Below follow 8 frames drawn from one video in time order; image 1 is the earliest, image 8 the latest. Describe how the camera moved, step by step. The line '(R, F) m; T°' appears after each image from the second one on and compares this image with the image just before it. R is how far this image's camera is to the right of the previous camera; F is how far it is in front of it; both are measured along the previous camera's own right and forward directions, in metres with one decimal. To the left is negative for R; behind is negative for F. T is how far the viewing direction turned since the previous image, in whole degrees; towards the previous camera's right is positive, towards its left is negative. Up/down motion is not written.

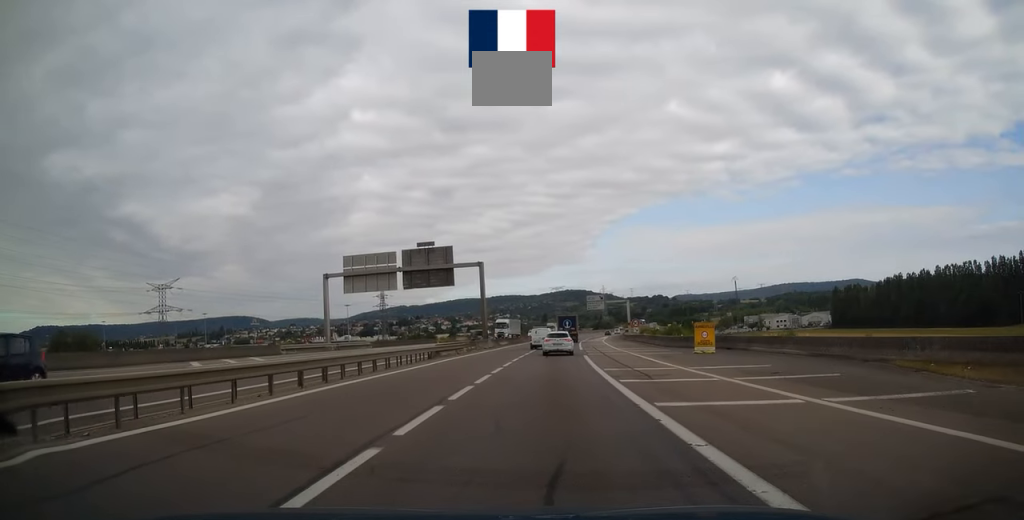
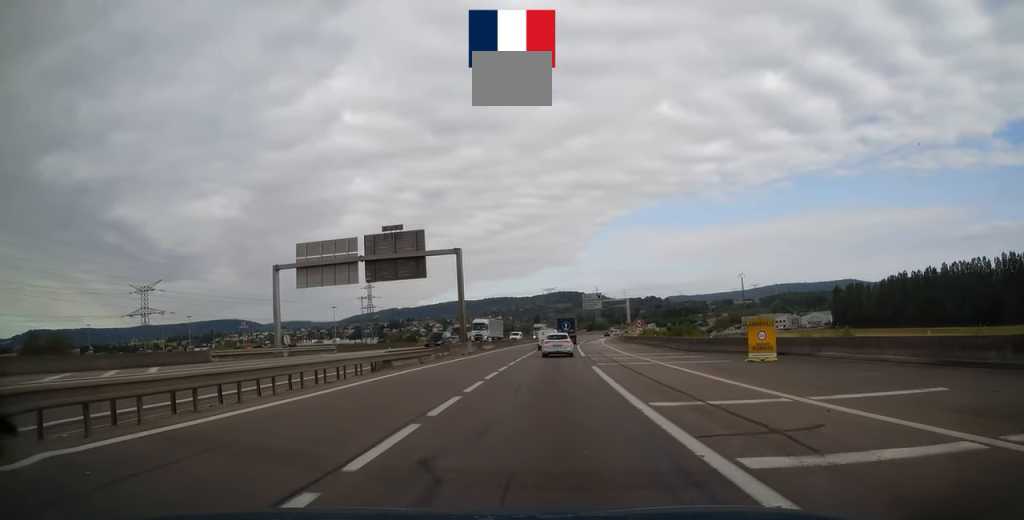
(-0.1, +10.6) m; 0°
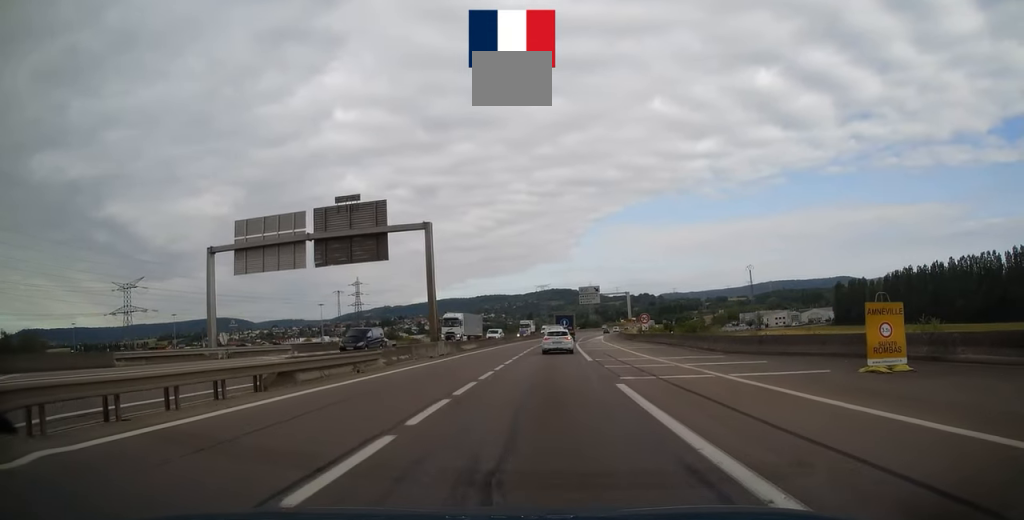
(+0.2, +10.2) m; +1°
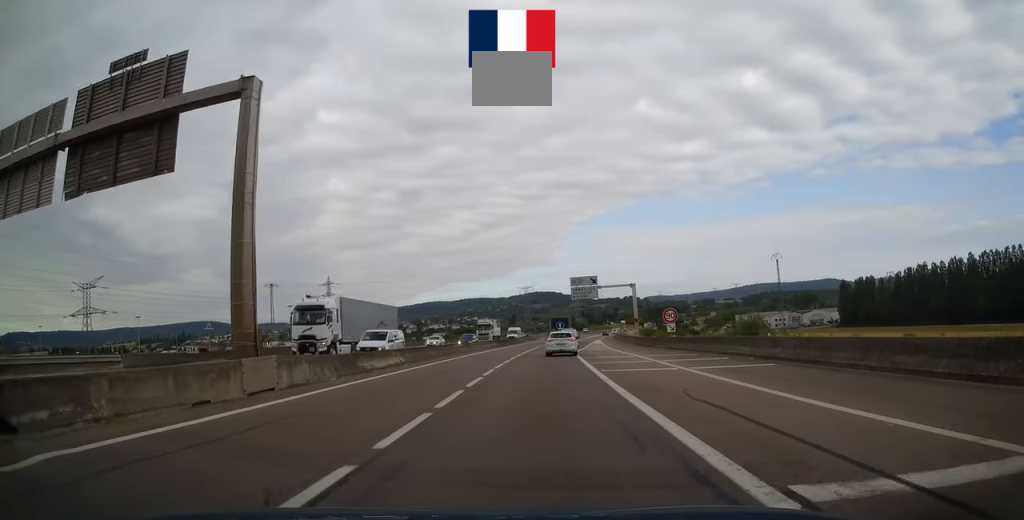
(+0.5, +23.2) m; +2°
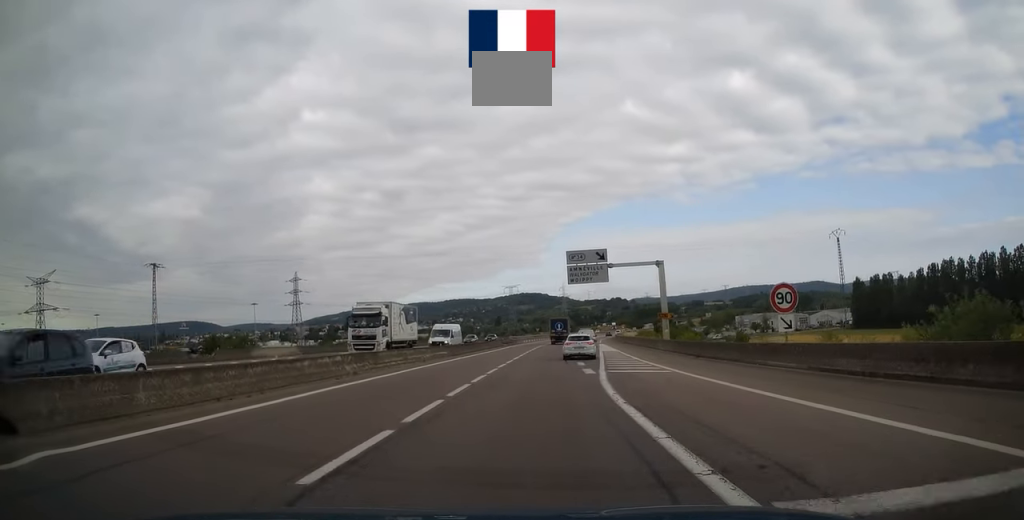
(+0.4, +27.4) m; +1°
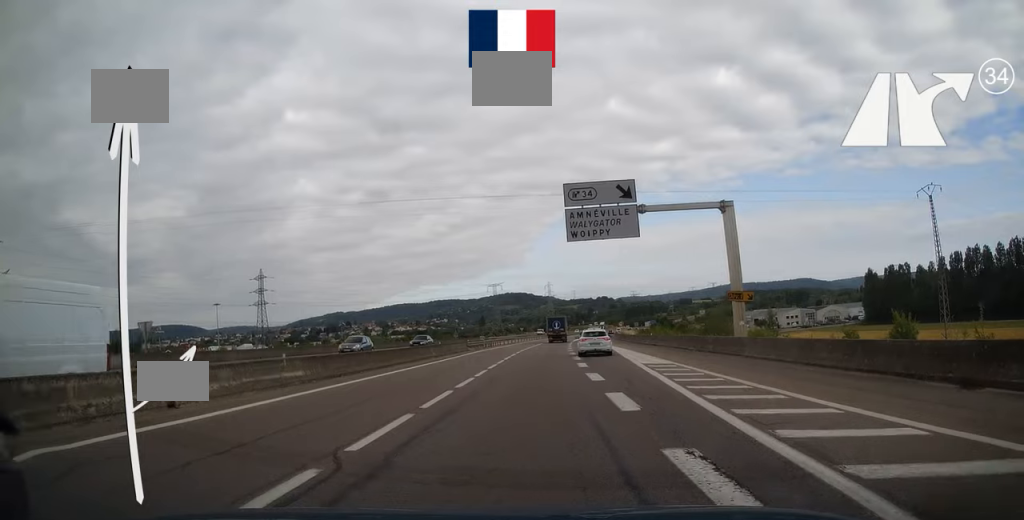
(+0.3, +23.9) m; +1°
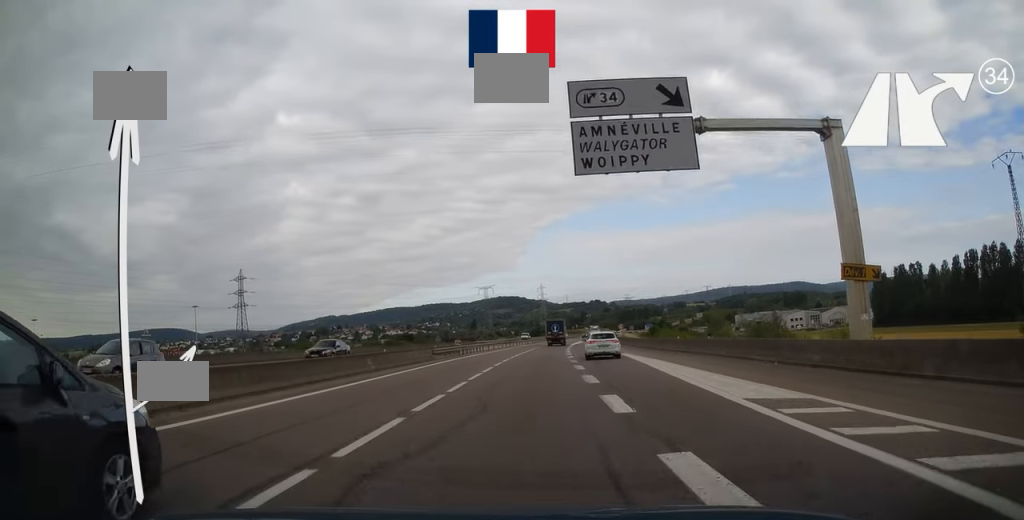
(+0.1, +12.9) m; +1°
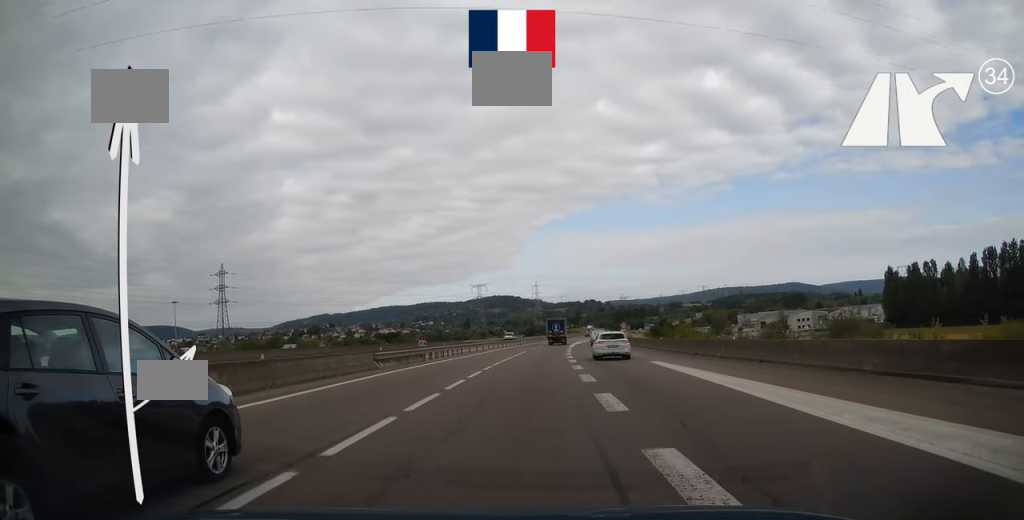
(0.0, +12.6) m; +1°
